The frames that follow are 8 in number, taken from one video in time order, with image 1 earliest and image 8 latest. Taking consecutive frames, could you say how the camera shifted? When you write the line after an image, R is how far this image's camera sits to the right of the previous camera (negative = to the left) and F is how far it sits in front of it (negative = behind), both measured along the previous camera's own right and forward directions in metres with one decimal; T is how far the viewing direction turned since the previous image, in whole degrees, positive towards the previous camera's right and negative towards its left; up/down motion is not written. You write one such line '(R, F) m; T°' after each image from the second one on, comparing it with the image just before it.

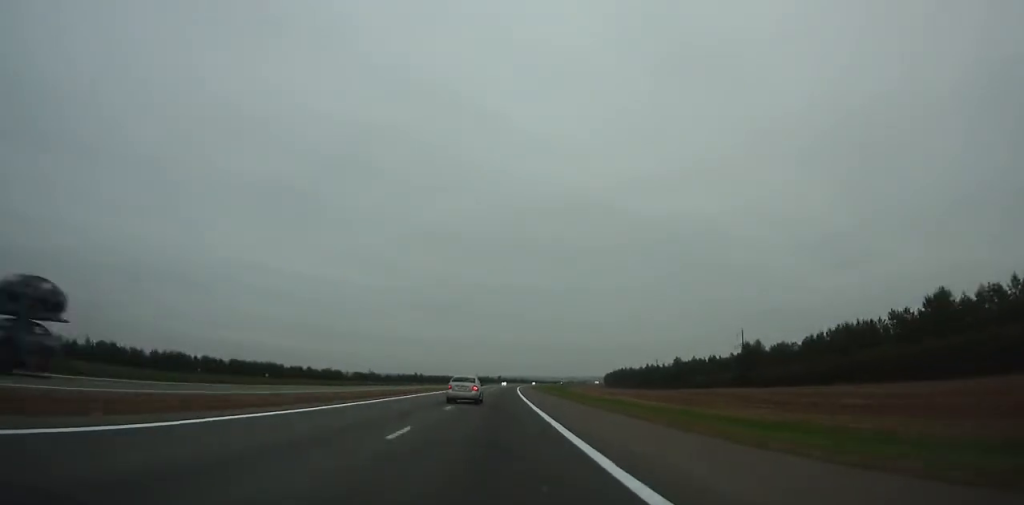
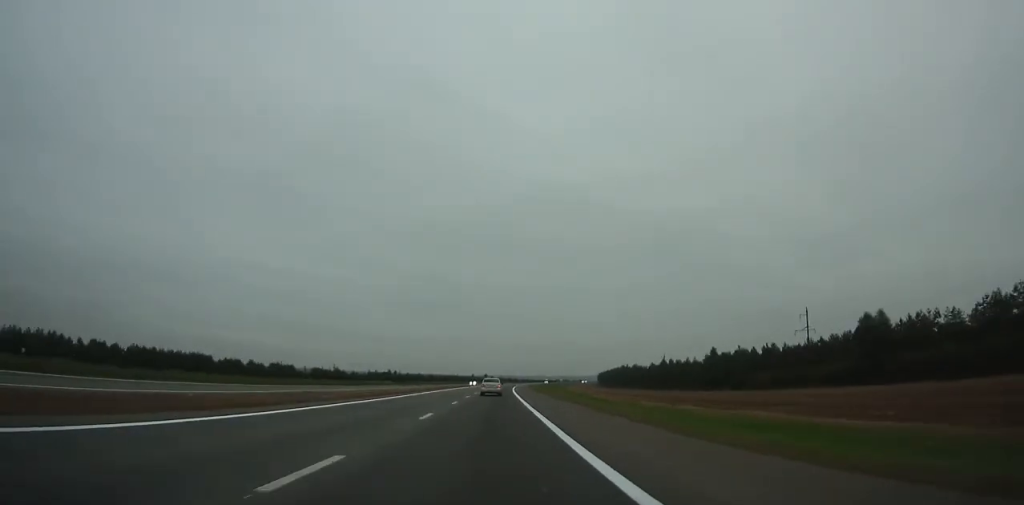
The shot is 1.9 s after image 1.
(+0.5, +54.4) m; +1°
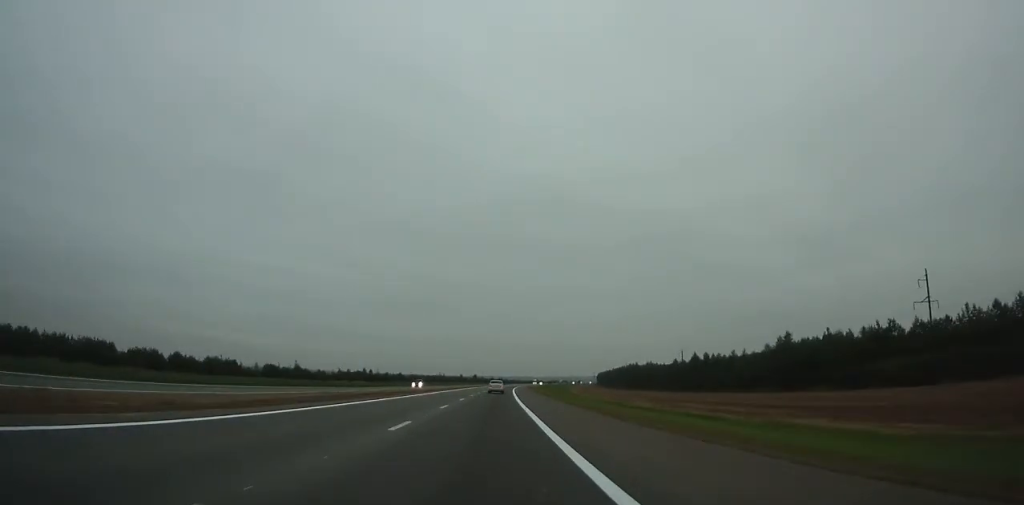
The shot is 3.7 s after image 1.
(+0.3, +51.7) m; +1°
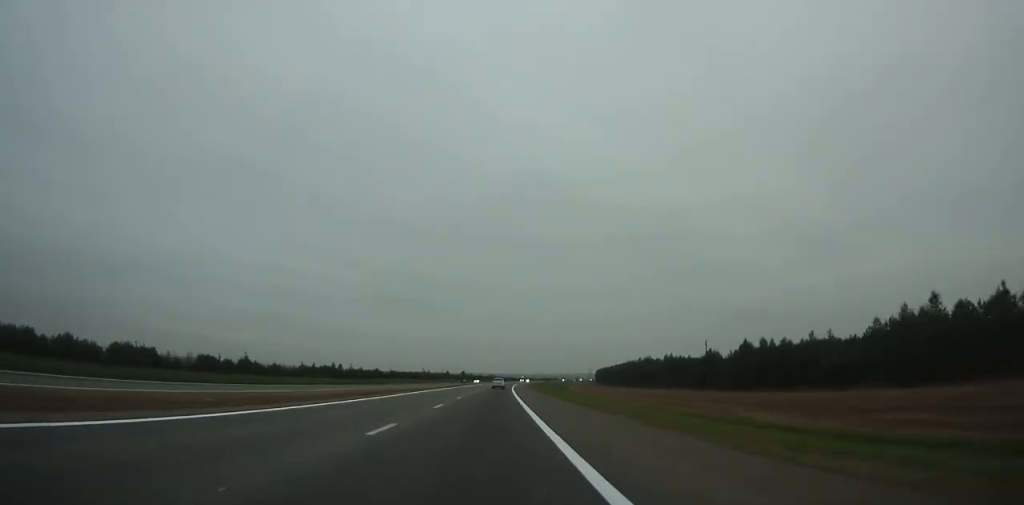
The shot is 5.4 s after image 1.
(+0.6, +48.7) m; +1°
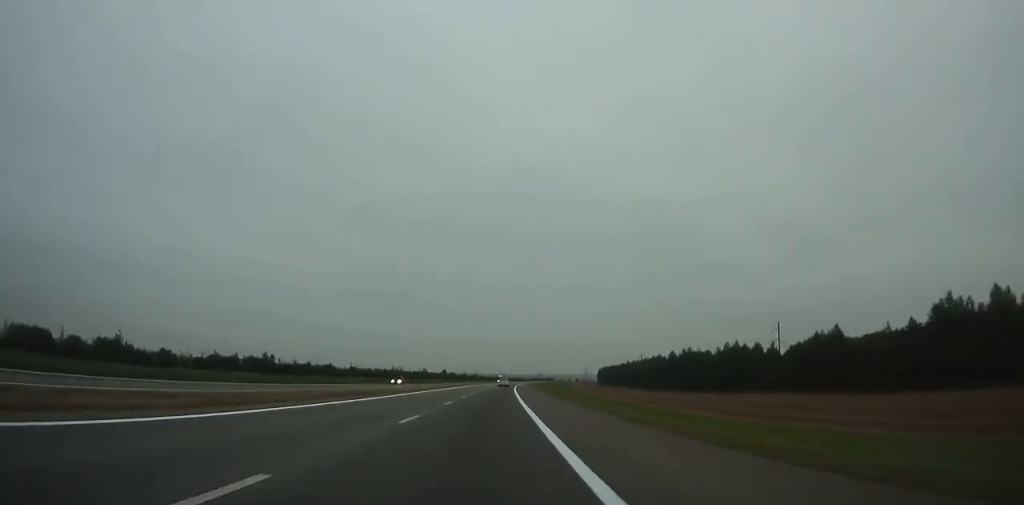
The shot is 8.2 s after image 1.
(+1.1, +79.9) m; +2°
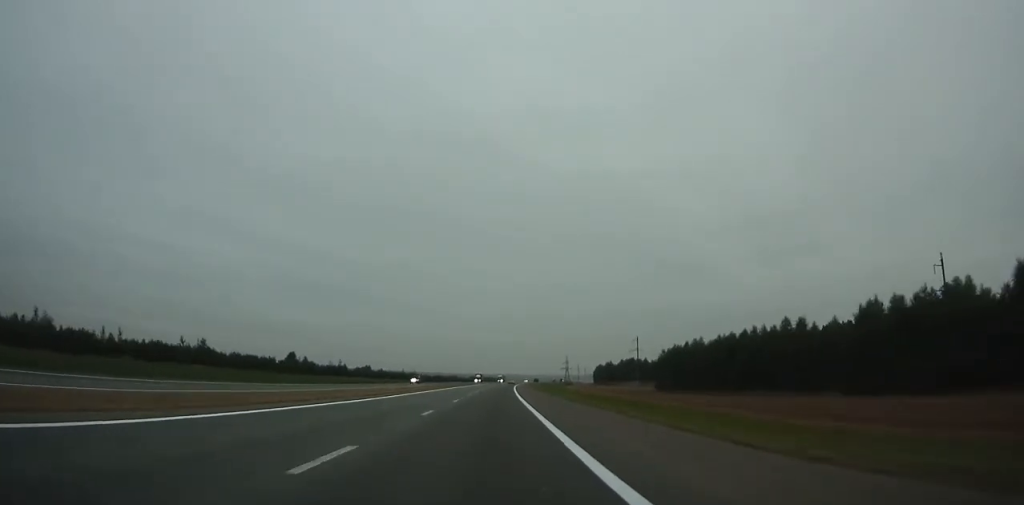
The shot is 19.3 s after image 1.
(+15.5, +308.9) m; +6°
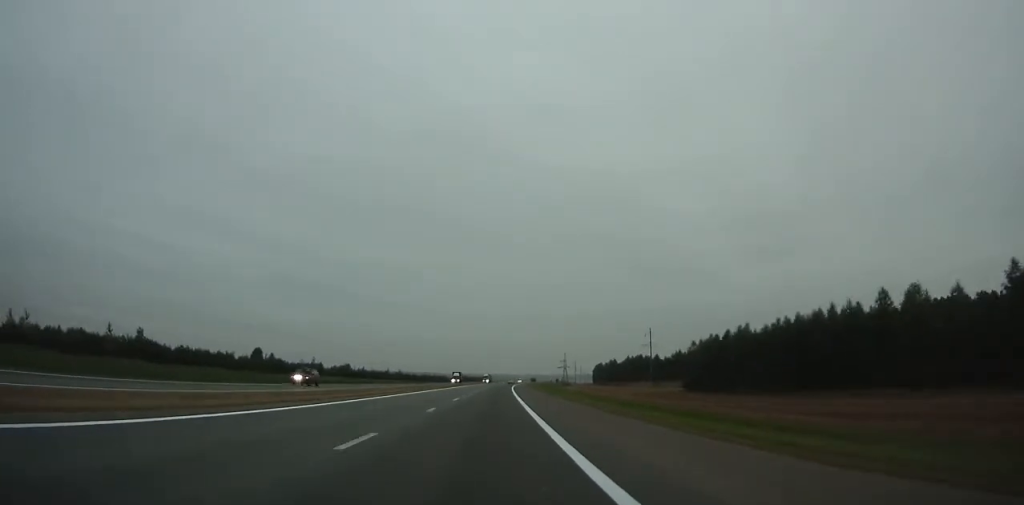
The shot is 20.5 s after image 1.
(+0.3, +32.5) m; +1°
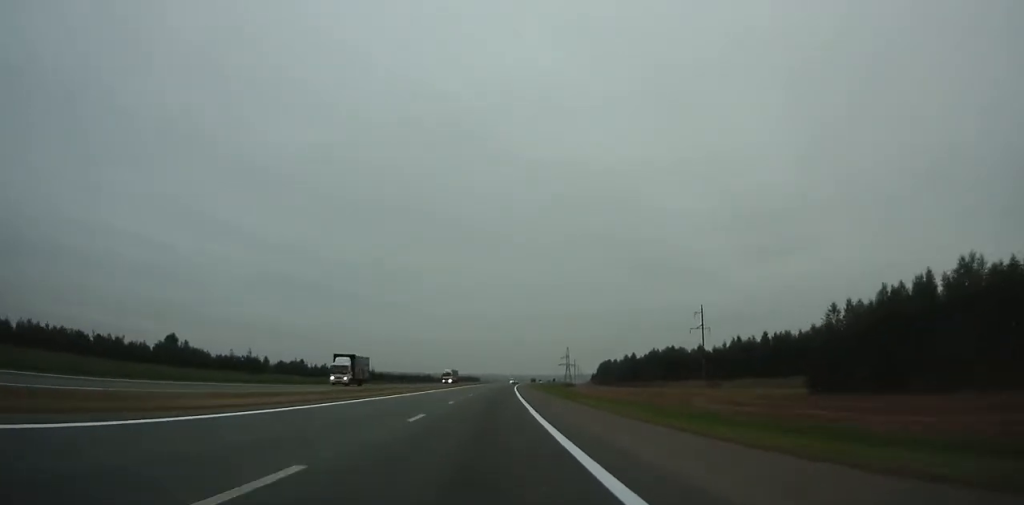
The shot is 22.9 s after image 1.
(+0.6, +64.6) m; +1°
